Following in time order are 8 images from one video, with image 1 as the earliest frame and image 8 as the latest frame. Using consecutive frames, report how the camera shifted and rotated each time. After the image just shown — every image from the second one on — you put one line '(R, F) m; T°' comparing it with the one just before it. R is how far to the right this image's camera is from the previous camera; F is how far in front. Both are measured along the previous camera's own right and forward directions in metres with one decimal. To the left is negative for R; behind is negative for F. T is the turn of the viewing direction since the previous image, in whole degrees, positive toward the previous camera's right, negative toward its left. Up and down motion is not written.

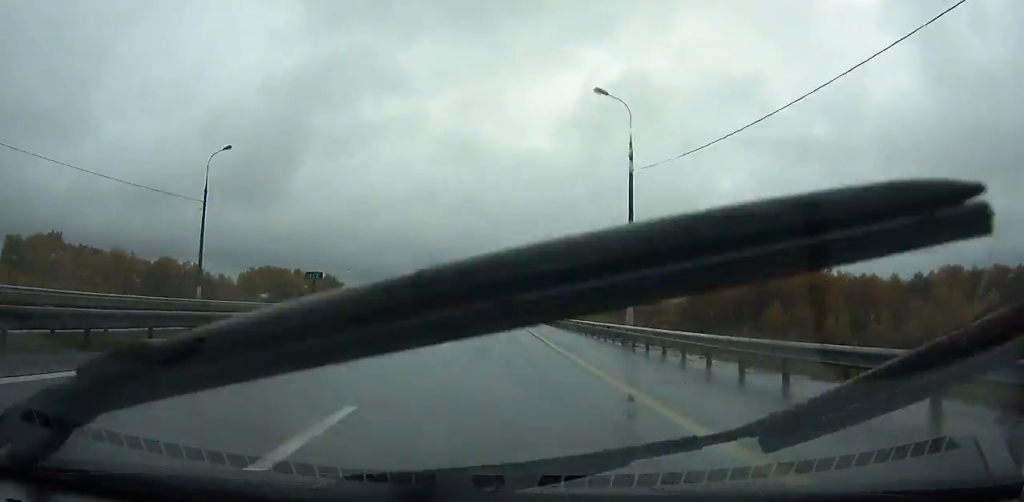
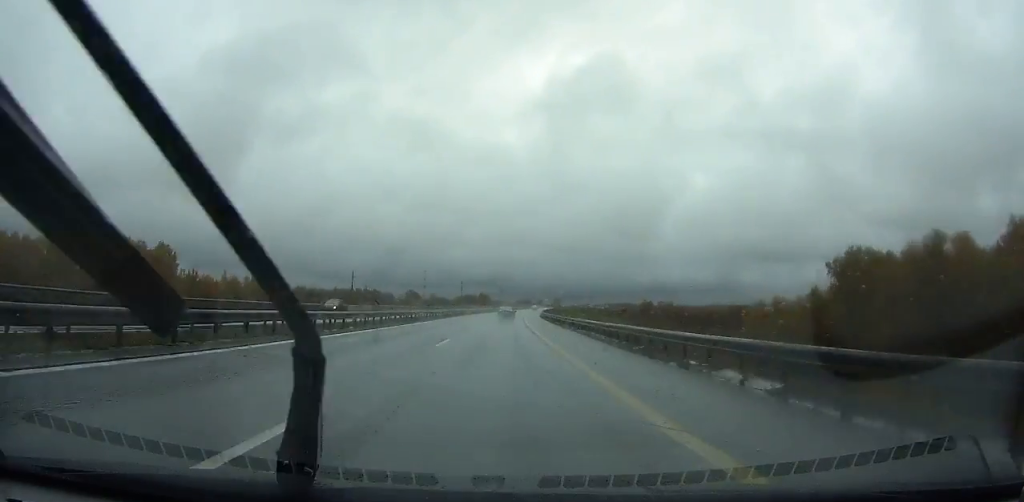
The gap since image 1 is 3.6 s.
(+3.2, +111.6) m; +4°
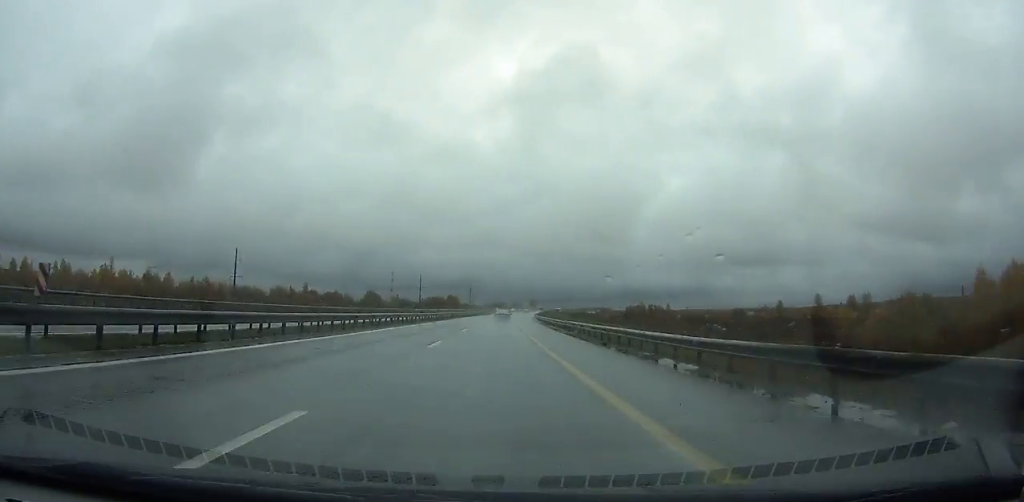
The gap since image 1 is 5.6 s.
(+1.3, +62.4) m; +2°
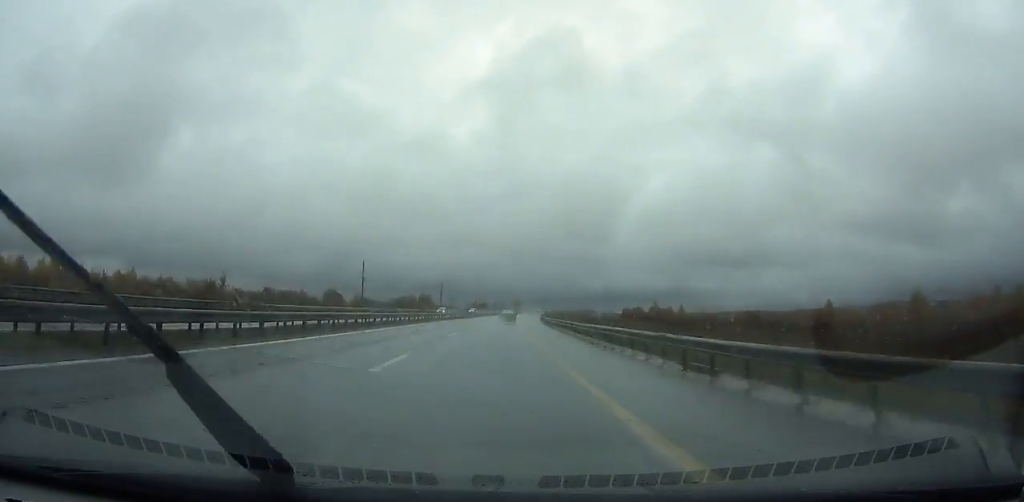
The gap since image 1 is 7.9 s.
(+1.4, +71.8) m; +2°
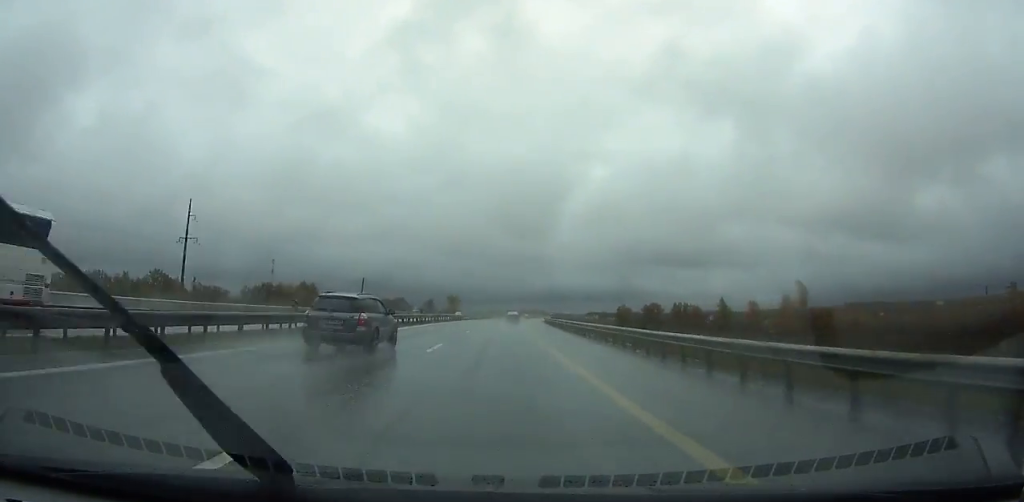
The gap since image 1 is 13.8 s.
(+9.0, +184.2) m; +6°
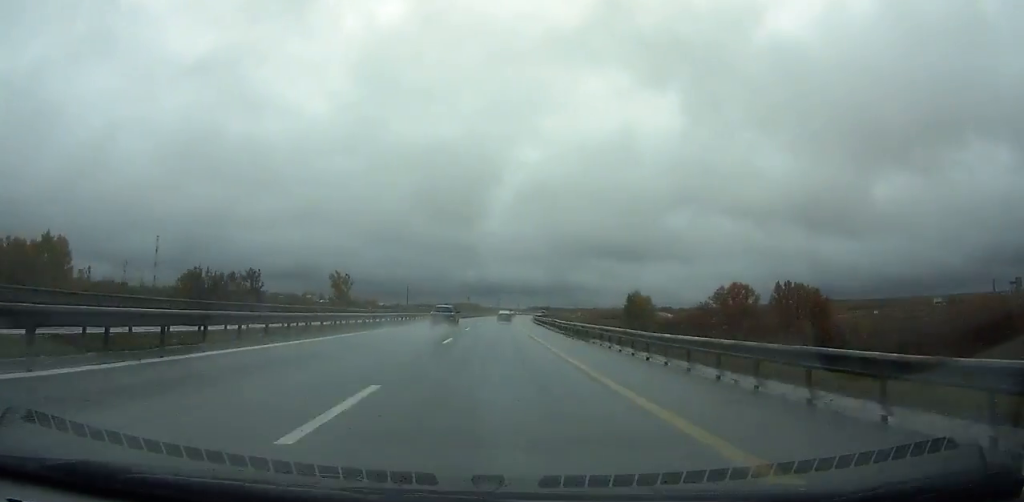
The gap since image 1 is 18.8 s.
(+8.1, +154.9) m; +6°
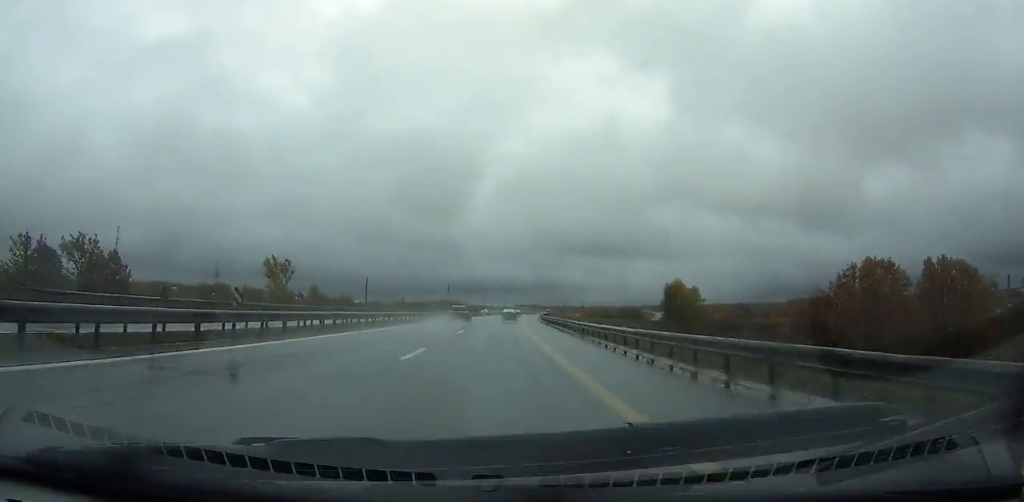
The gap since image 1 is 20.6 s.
(+1.1, +55.7) m; +2°
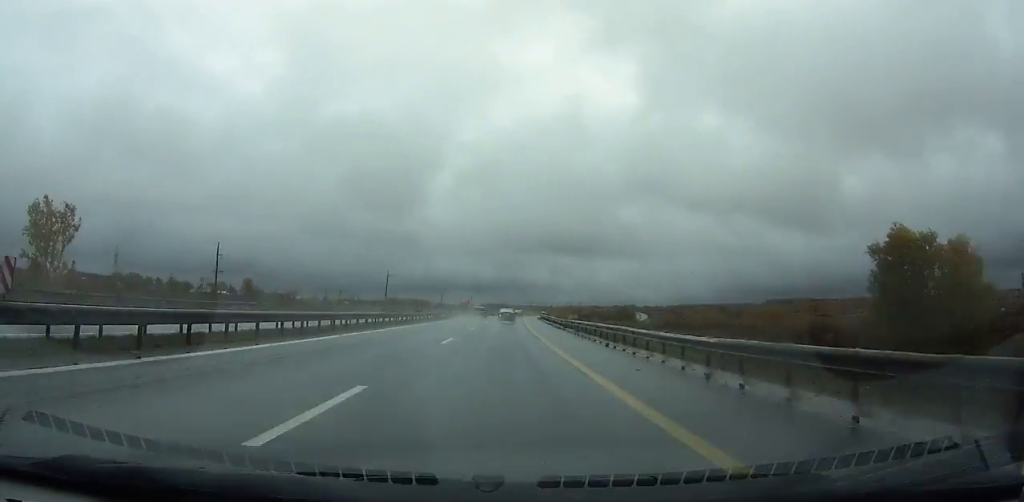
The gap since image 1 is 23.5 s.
(+2.1, +89.9) m; +3°
